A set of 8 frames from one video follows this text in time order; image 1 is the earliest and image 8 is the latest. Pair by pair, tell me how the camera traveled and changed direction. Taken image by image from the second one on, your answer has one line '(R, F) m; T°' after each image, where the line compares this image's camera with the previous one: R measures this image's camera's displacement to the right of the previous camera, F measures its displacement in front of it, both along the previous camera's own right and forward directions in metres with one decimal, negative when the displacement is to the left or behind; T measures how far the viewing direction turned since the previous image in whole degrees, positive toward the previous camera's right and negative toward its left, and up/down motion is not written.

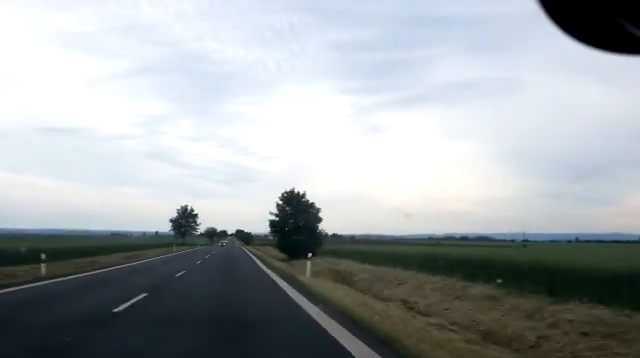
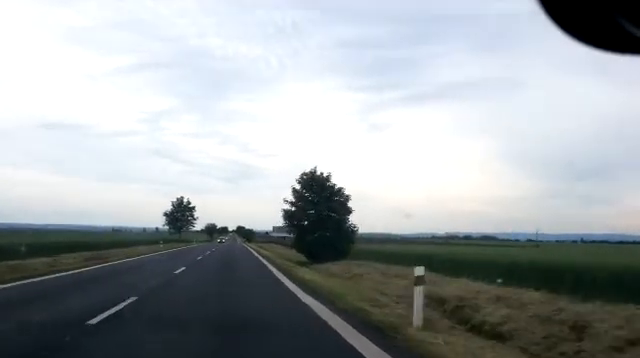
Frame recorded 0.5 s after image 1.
(+0.2, +10.5) m; 0°
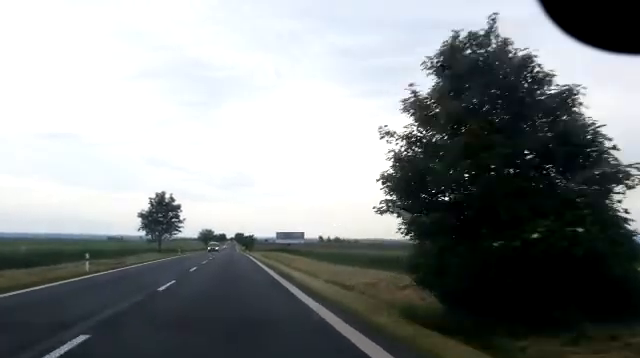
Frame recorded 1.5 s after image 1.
(+0.1, +21.9) m; 0°
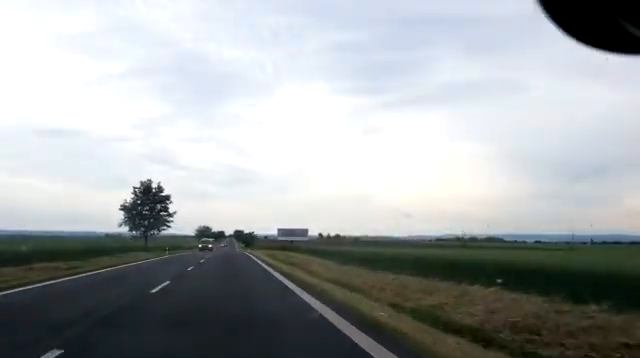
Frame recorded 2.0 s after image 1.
(0.0, +10.0) m; 0°
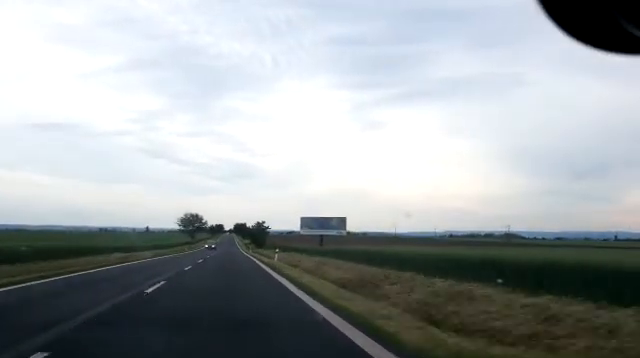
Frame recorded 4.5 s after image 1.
(+0.2, +54.2) m; +1°
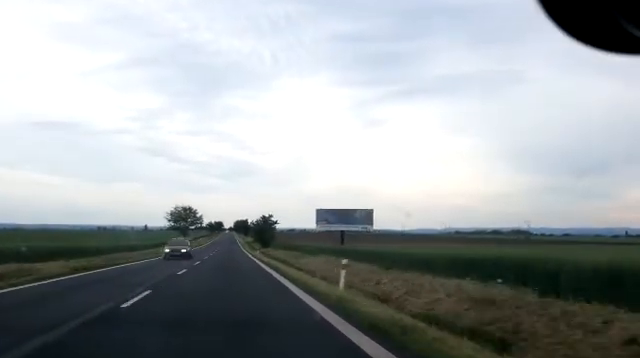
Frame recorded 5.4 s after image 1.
(0.0, +20.3) m; 0°
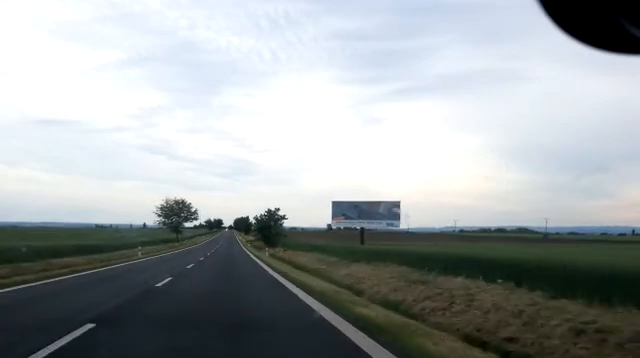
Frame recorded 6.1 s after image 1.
(0.0, +13.8) m; 0°
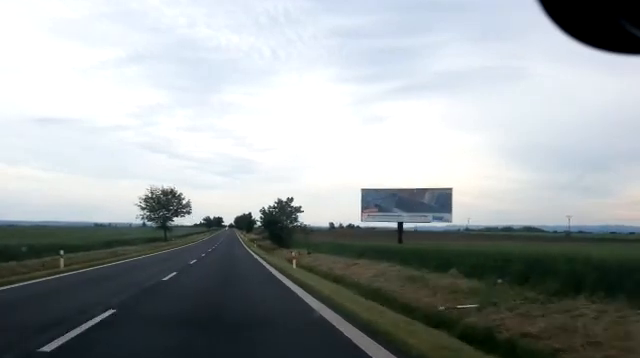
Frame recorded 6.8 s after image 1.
(0.0, +16.7) m; 0°
